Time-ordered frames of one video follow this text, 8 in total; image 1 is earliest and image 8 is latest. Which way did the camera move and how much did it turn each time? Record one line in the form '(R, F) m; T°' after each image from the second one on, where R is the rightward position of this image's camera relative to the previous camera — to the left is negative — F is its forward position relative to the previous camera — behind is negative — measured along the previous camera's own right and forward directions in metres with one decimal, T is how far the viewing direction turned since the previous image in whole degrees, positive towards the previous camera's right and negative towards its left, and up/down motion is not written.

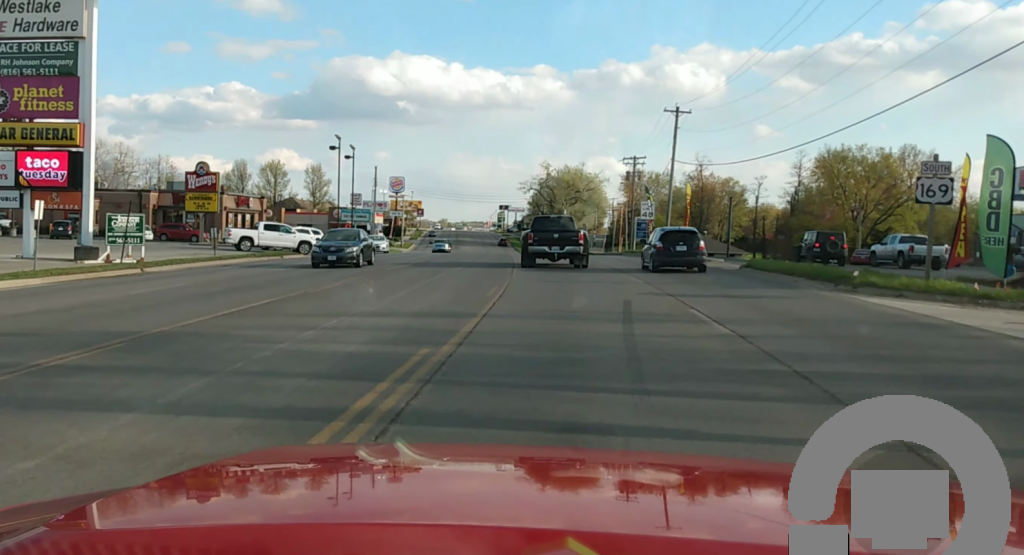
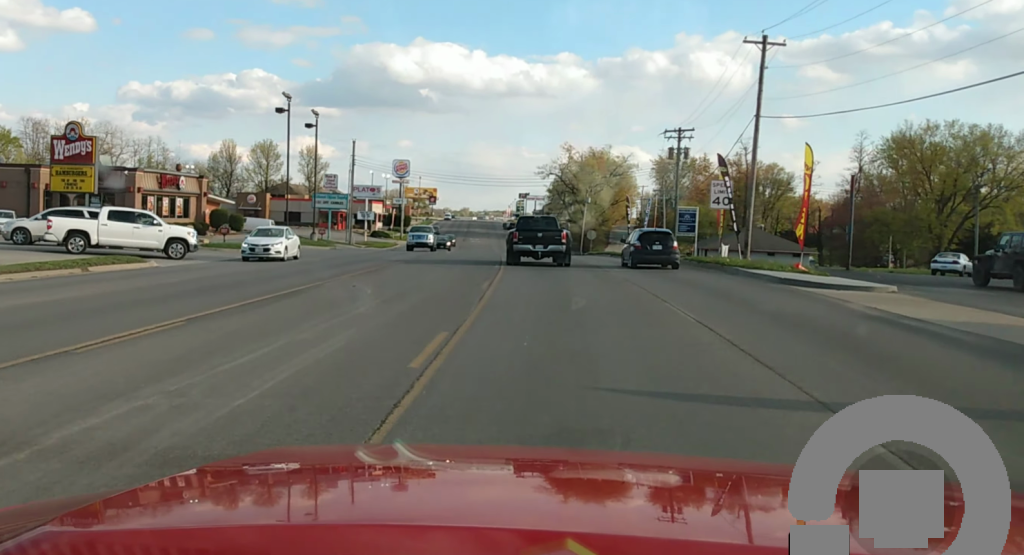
(-0.2, +22.0) m; -2°
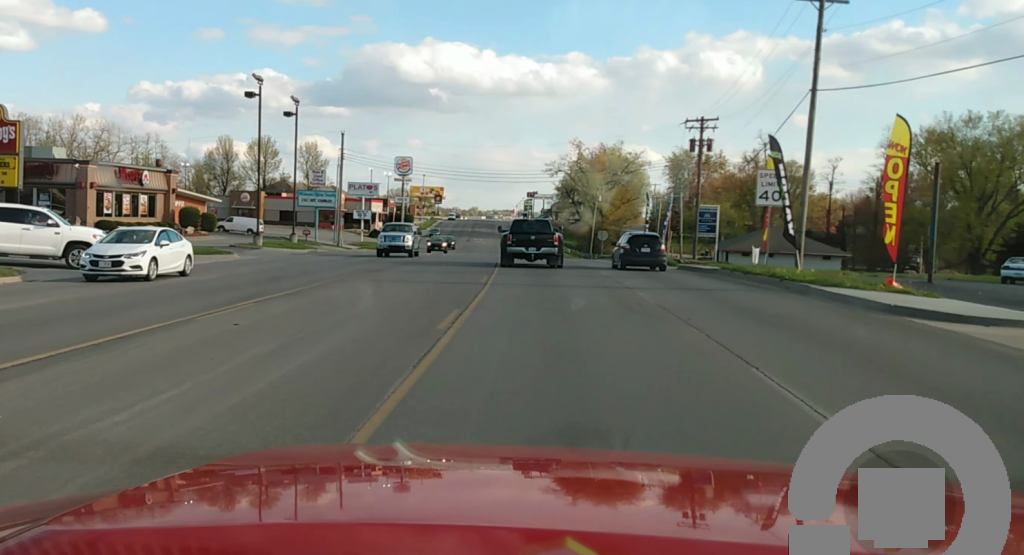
(-0.1, +8.4) m; -1°
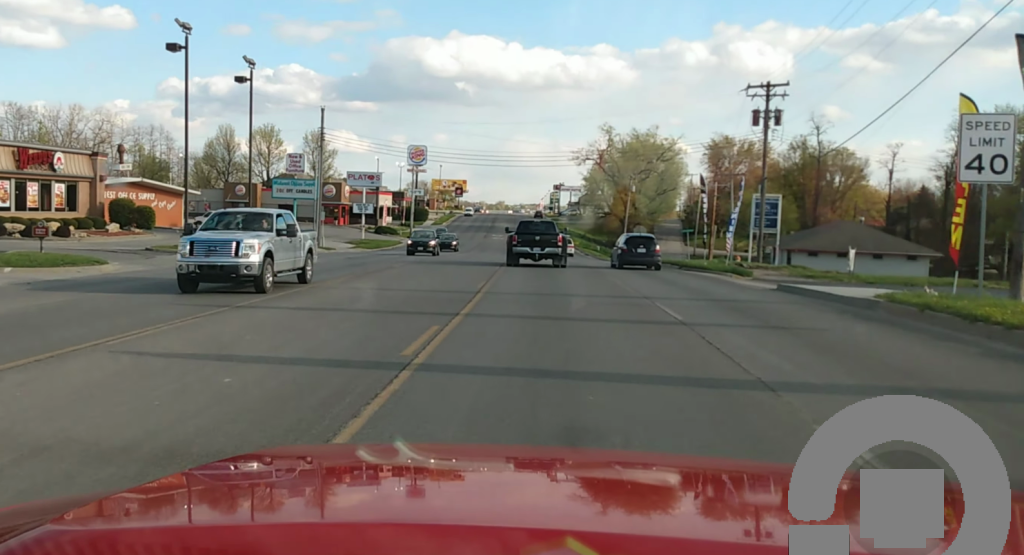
(-0.1, +15.4) m; -1°
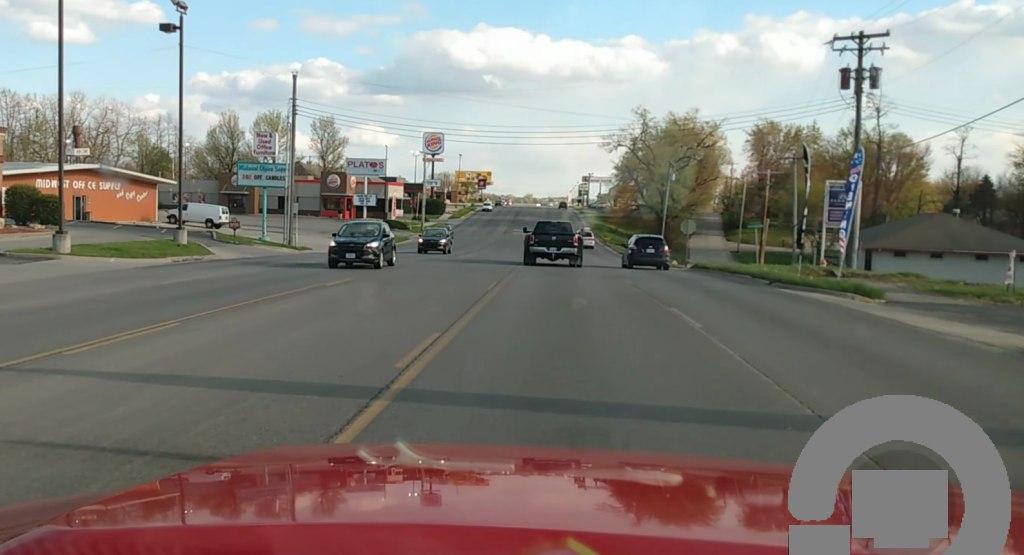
(-0.1, +13.0) m; -2°
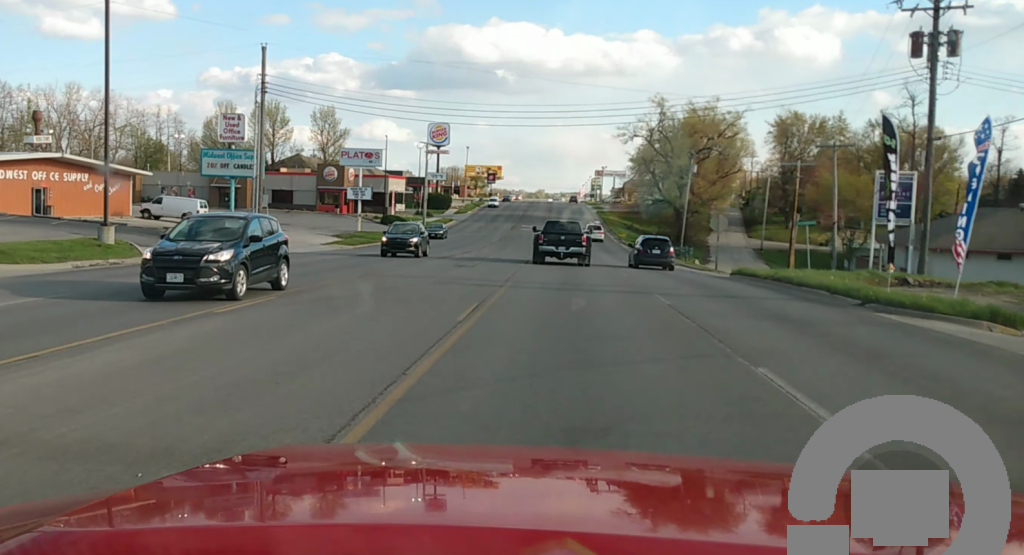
(-0.1, +7.5) m; -1°
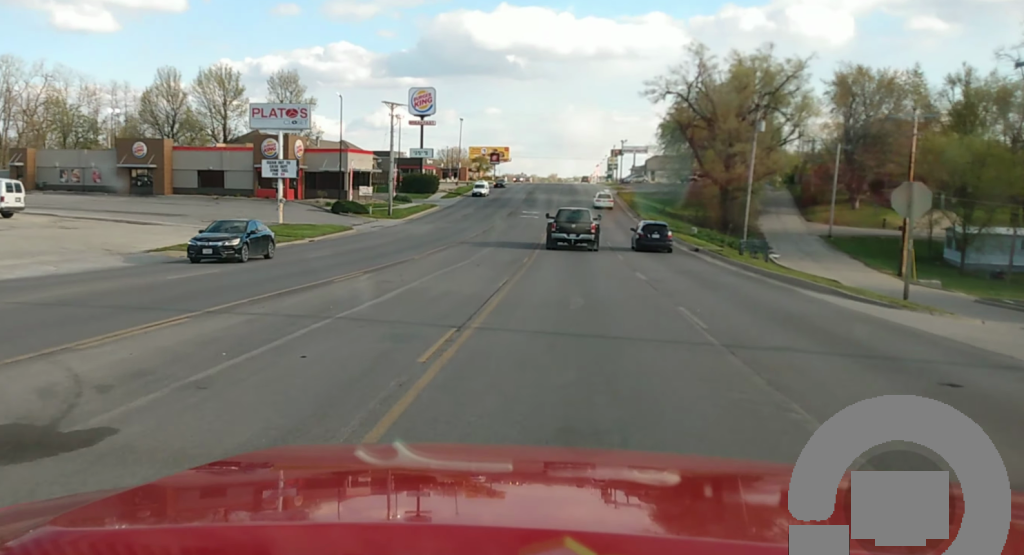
(-0.4, +28.5) m; 0°
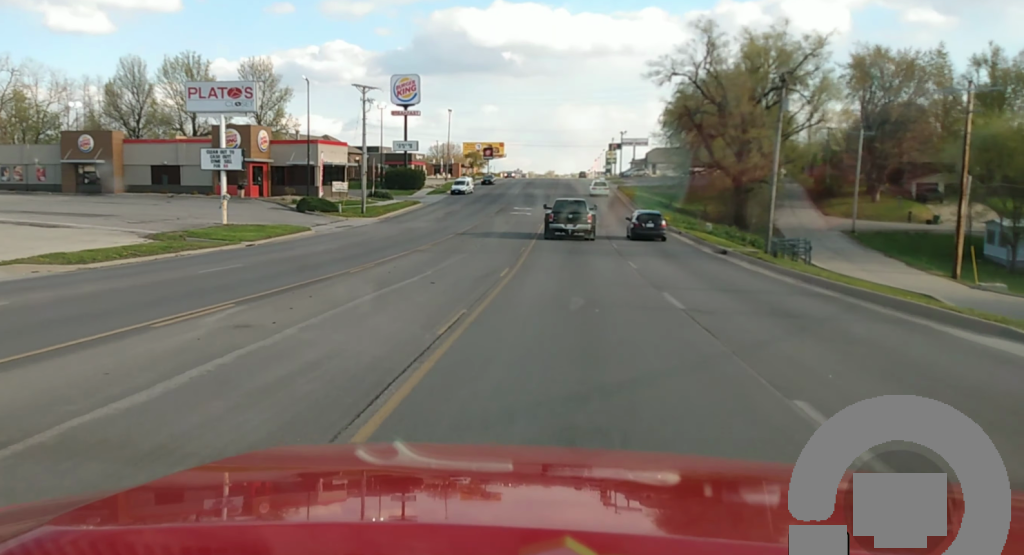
(+0.2, +9.8) m; +1°
